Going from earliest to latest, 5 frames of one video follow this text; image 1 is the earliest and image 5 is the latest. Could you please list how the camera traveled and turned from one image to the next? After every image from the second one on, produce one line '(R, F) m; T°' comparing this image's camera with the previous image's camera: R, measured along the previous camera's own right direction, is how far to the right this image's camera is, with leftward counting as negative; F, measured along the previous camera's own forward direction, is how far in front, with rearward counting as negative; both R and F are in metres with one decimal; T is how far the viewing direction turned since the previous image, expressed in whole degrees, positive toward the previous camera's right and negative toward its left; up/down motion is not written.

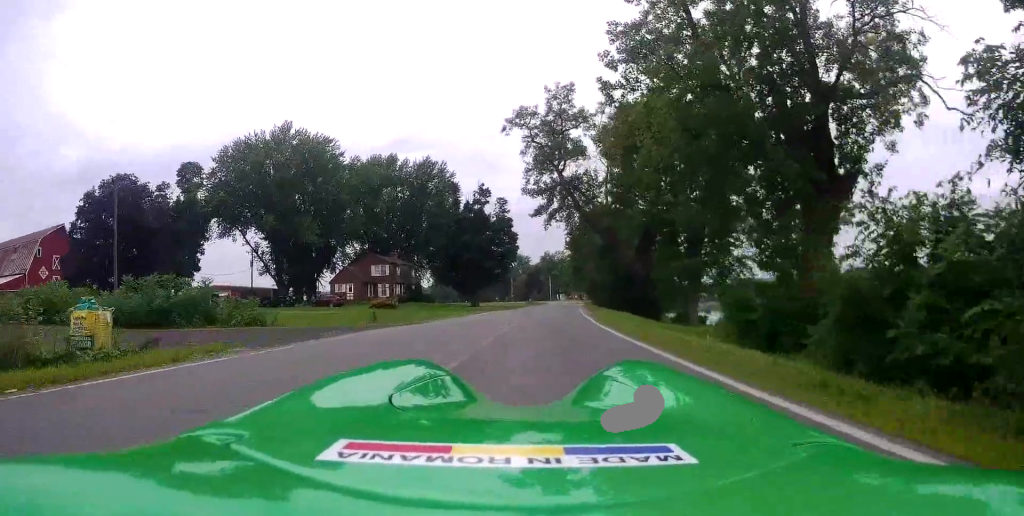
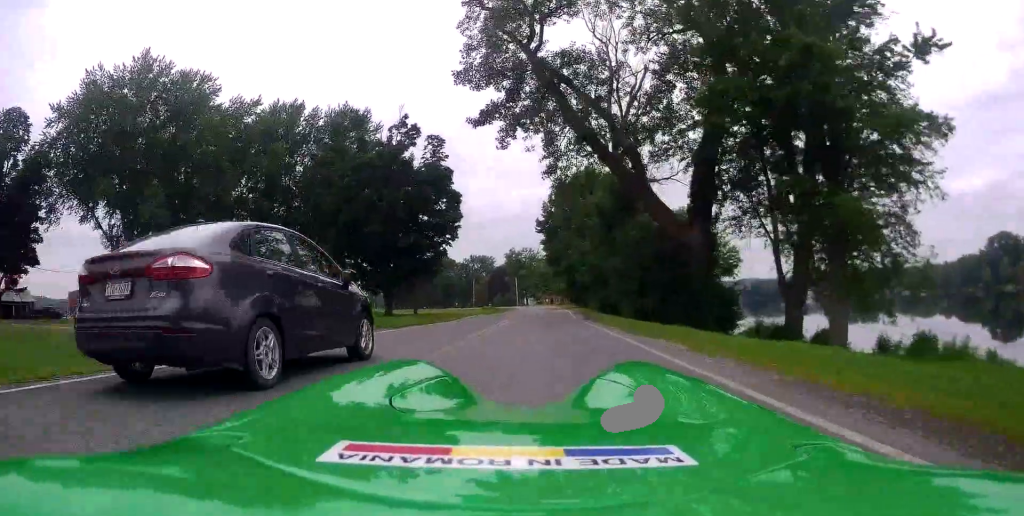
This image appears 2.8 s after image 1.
(+0.1, +29.0) m; +3°
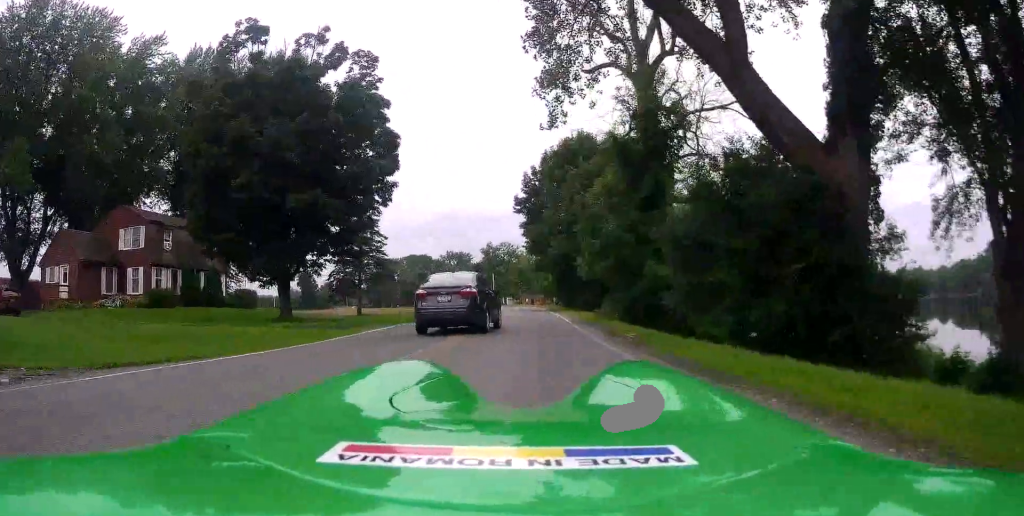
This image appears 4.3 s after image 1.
(+0.8, +16.6) m; +4°
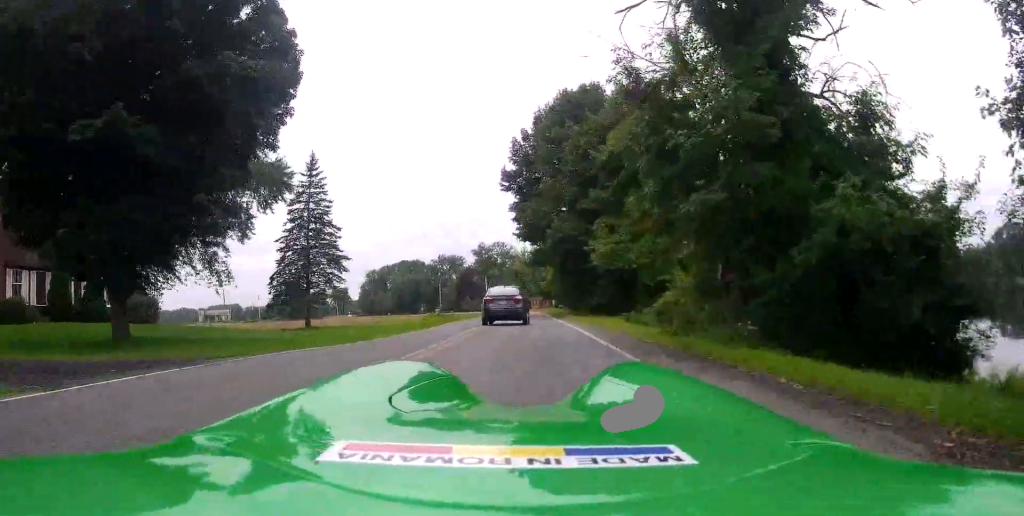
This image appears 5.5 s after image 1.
(0.0, +13.3) m; 0°
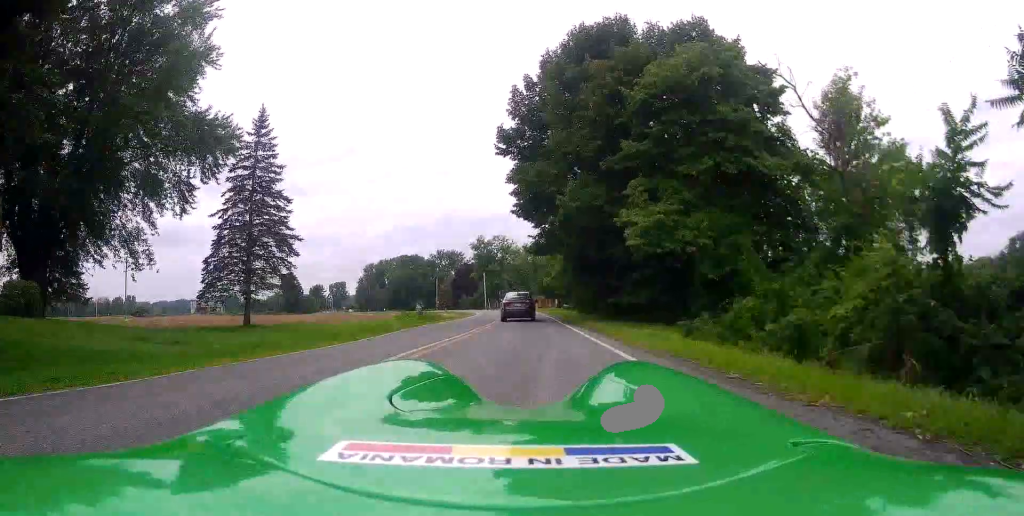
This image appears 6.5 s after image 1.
(0.0, +10.6) m; 0°
